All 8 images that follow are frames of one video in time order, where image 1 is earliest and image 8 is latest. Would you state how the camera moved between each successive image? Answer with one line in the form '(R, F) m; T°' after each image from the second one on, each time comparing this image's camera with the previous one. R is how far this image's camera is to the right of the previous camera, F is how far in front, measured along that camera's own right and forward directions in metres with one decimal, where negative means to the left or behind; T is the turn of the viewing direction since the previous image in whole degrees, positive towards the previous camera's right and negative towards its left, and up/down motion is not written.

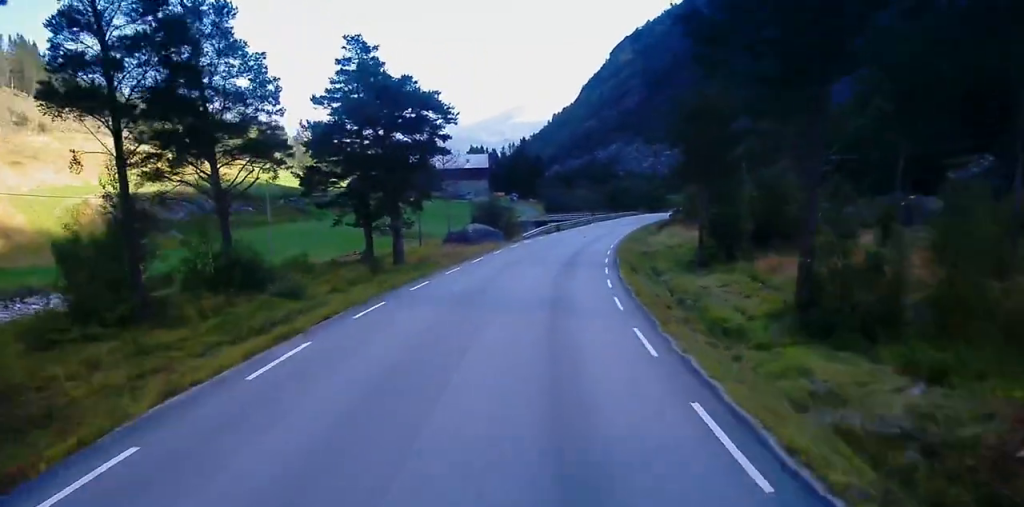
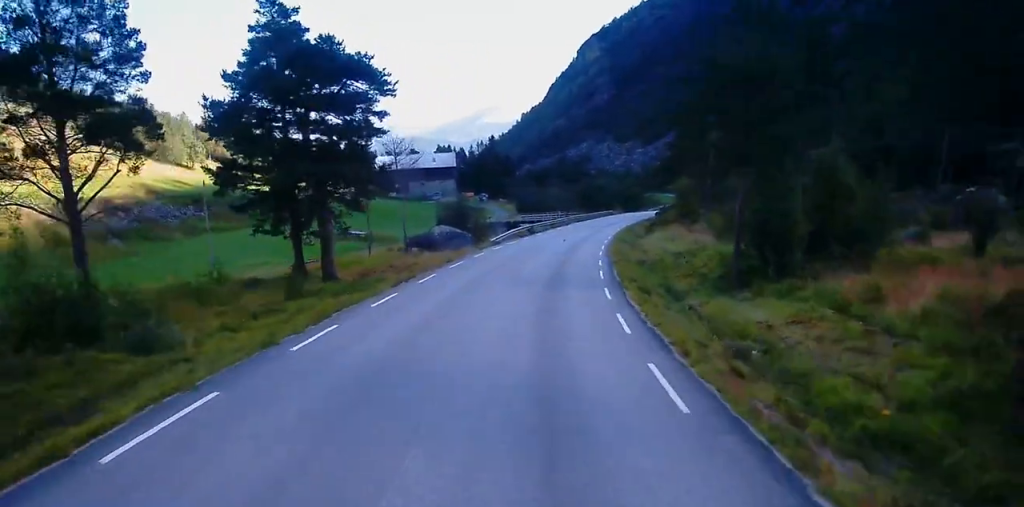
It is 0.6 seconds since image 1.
(+0.5, +9.5) m; +2°
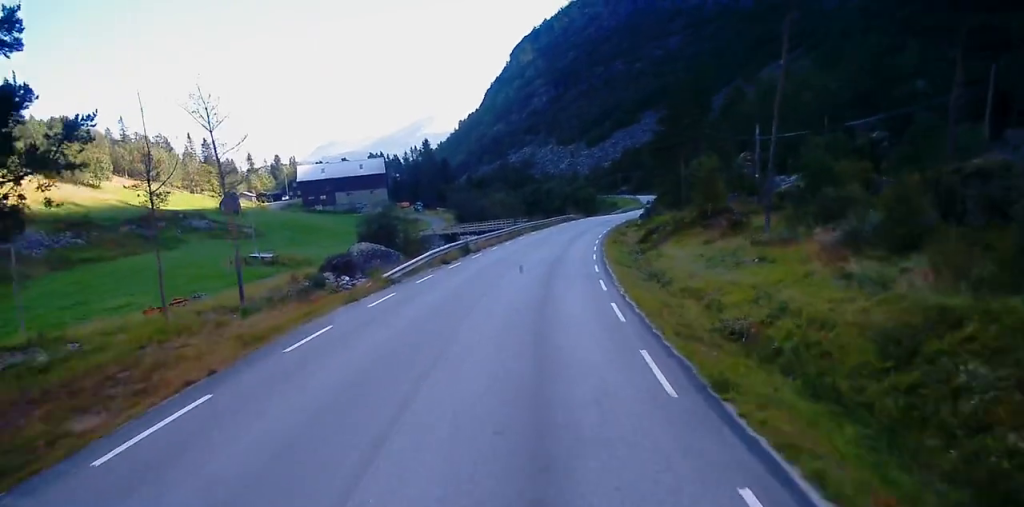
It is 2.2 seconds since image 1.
(+0.4, +23.8) m; +4°
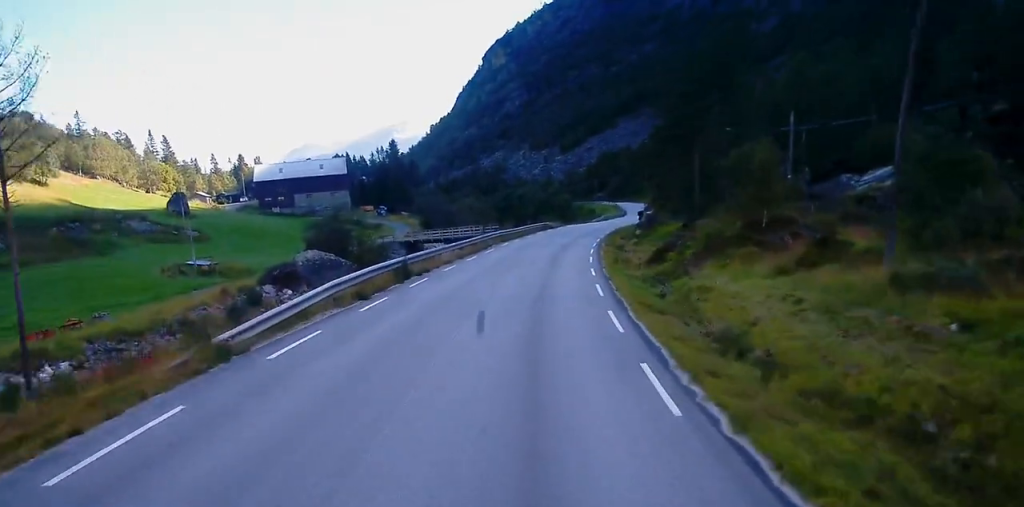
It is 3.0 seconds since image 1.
(+0.8, +12.6) m; +4°
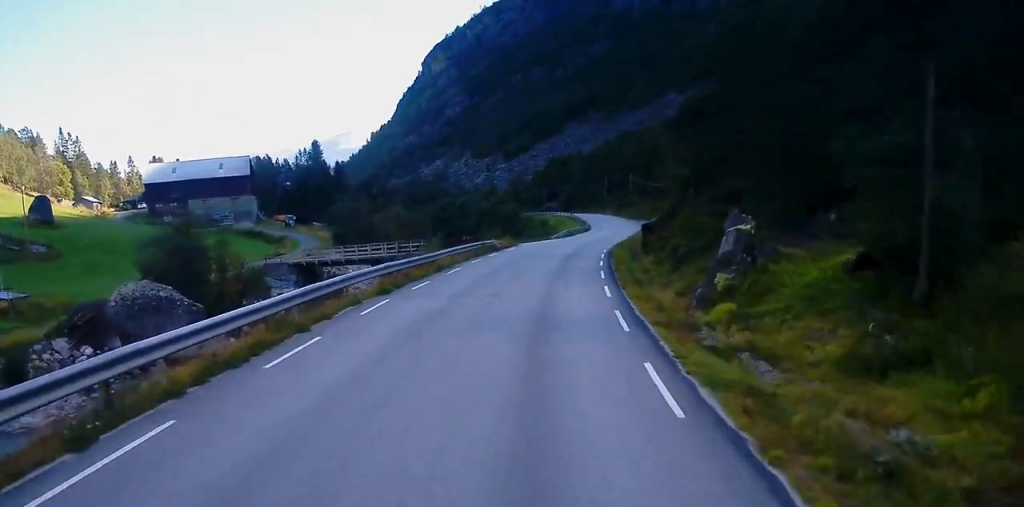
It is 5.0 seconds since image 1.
(+0.2, +30.4) m; +2°
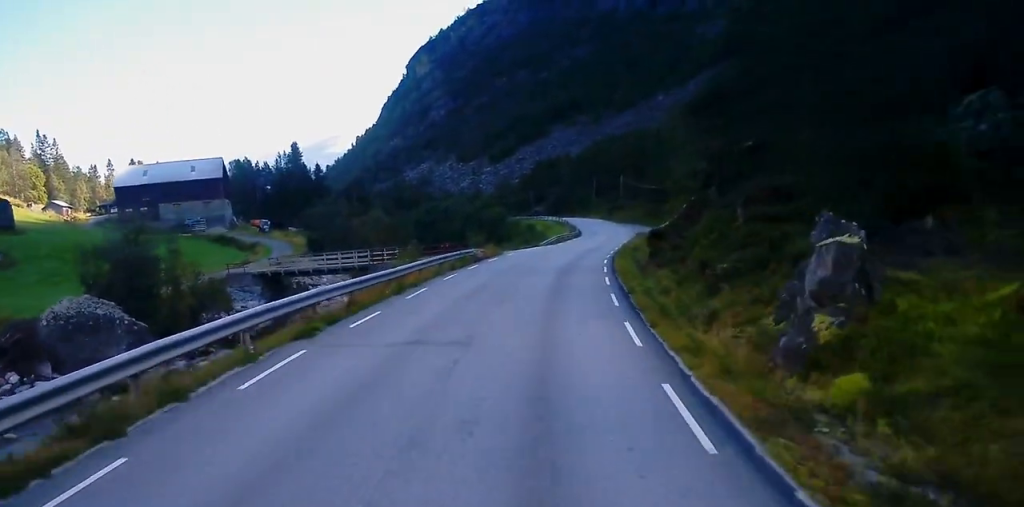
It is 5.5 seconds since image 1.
(+0.2, +7.1) m; +2°
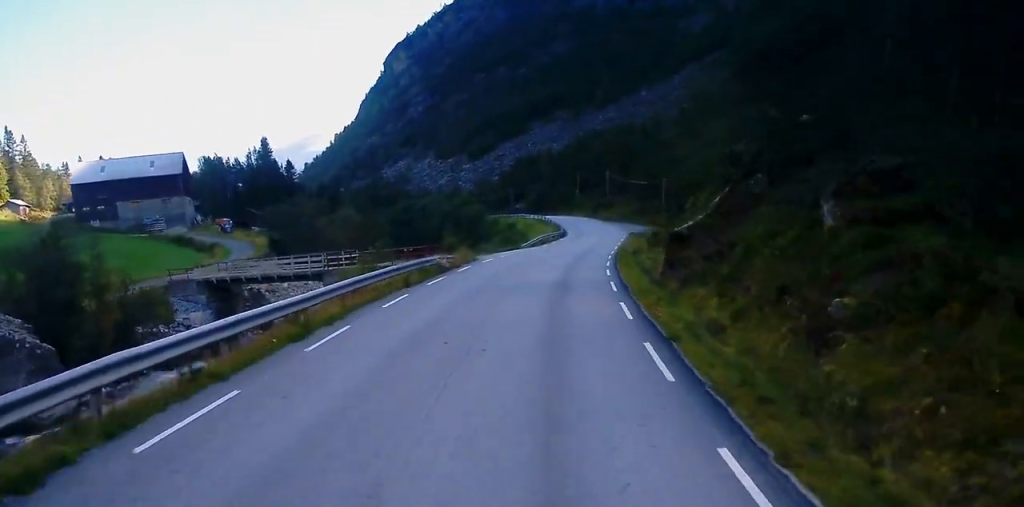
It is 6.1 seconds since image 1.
(+0.1, +8.9) m; +2°
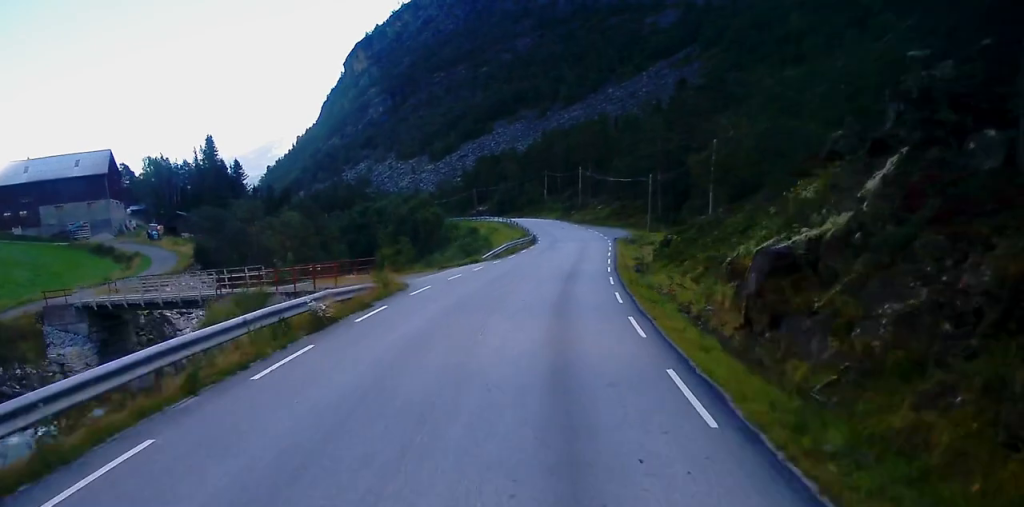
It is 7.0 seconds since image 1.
(+0.5, +14.3) m; +2°
